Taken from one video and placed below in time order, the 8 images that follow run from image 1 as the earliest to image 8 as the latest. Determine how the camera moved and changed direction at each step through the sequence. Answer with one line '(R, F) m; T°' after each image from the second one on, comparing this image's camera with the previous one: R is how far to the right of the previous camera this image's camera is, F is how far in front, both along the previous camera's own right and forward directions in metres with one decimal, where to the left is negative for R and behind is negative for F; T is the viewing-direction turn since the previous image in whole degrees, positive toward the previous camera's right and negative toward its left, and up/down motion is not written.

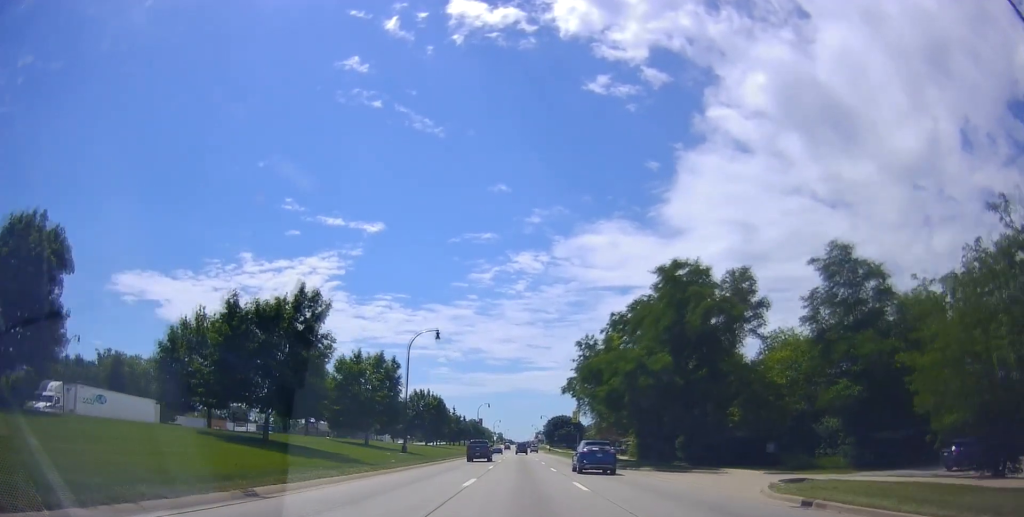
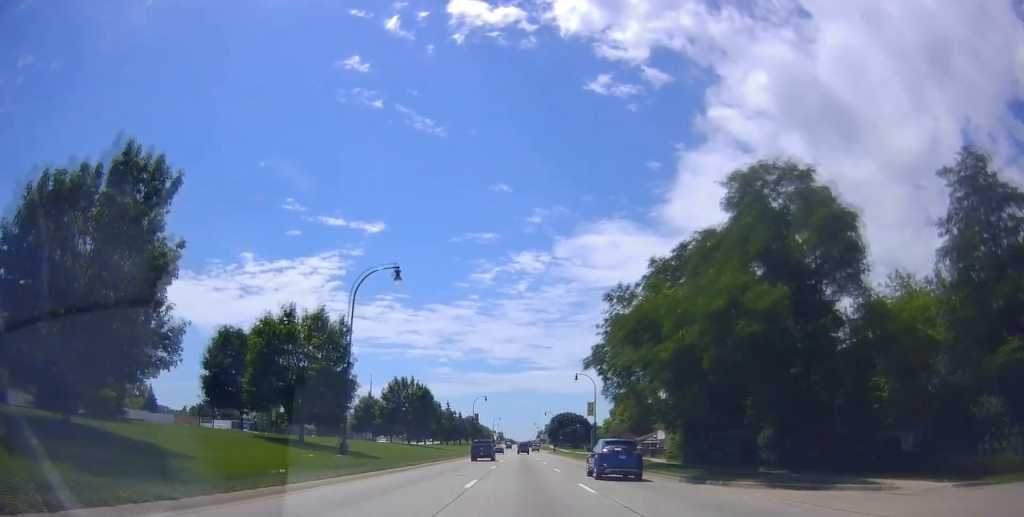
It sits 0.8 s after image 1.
(-0.5, +16.0) m; 0°
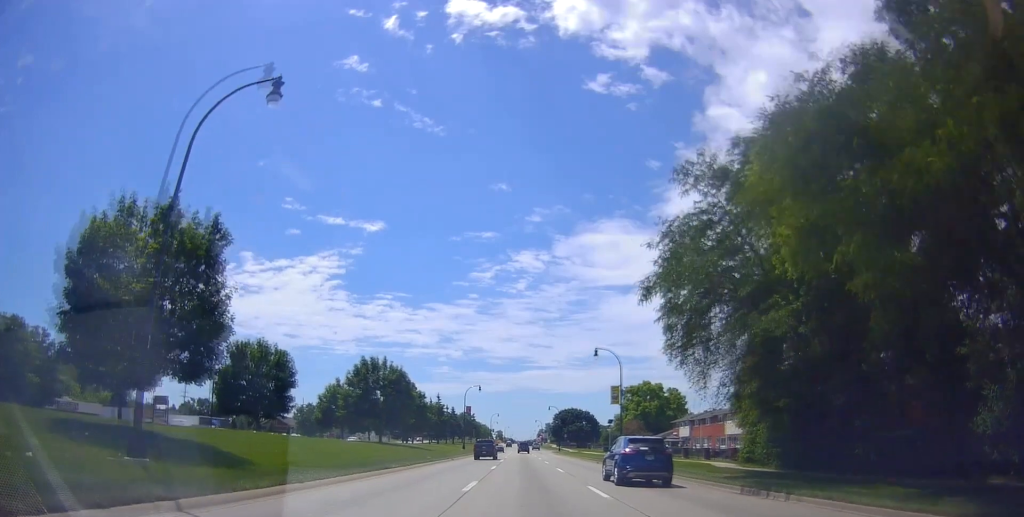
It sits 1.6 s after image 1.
(+0.1, +16.7) m; +1°
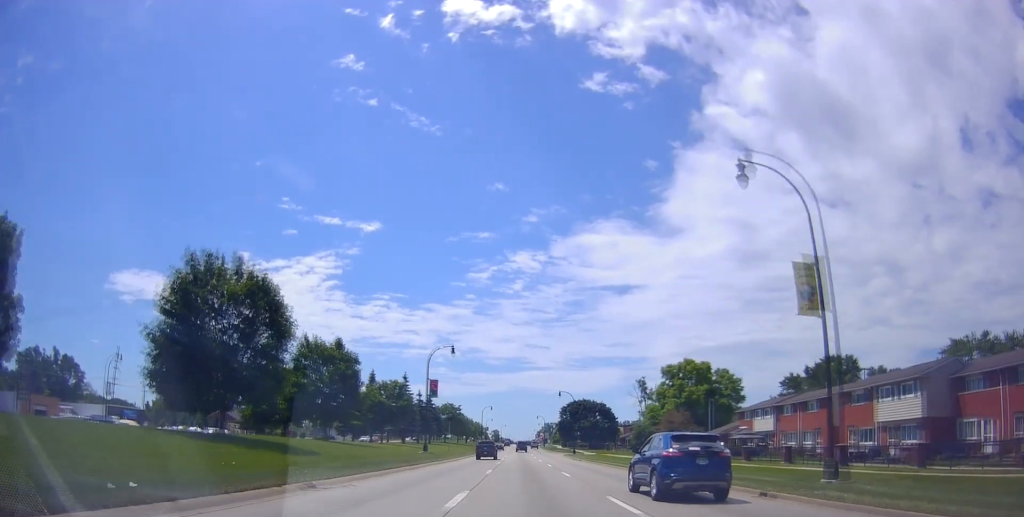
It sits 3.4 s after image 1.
(+0.3, +34.8) m; -1°
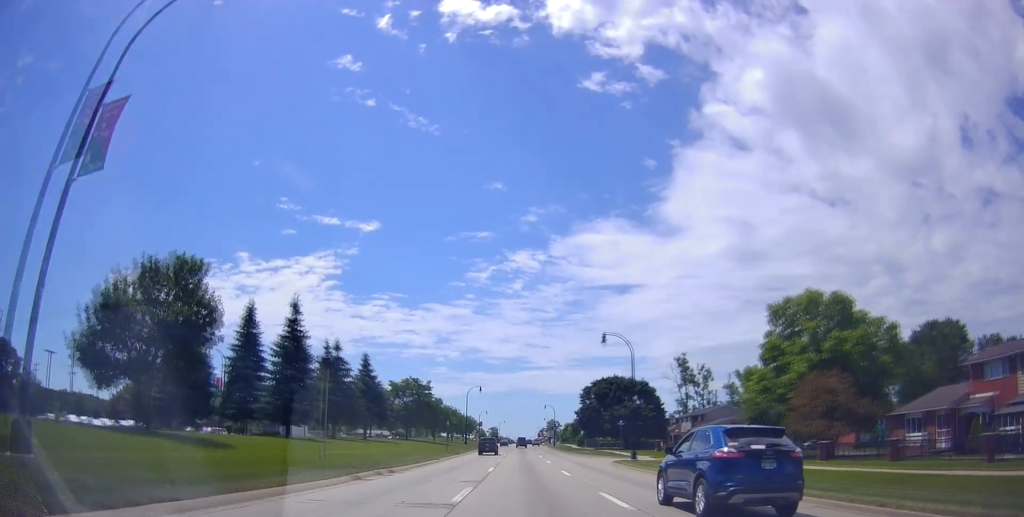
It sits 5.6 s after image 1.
(+0.2, +45.0) m; +1°
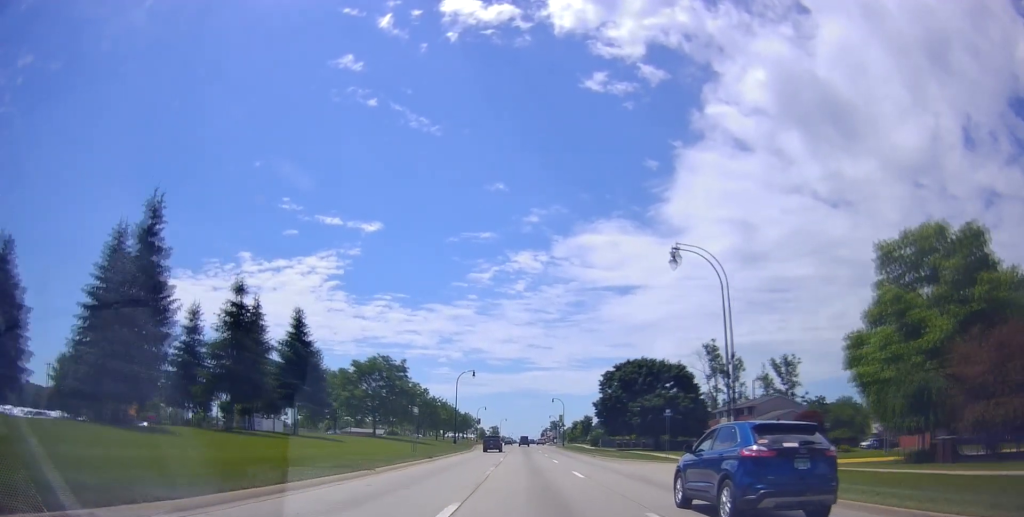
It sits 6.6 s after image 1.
(0.0, +20.2) m; +1°
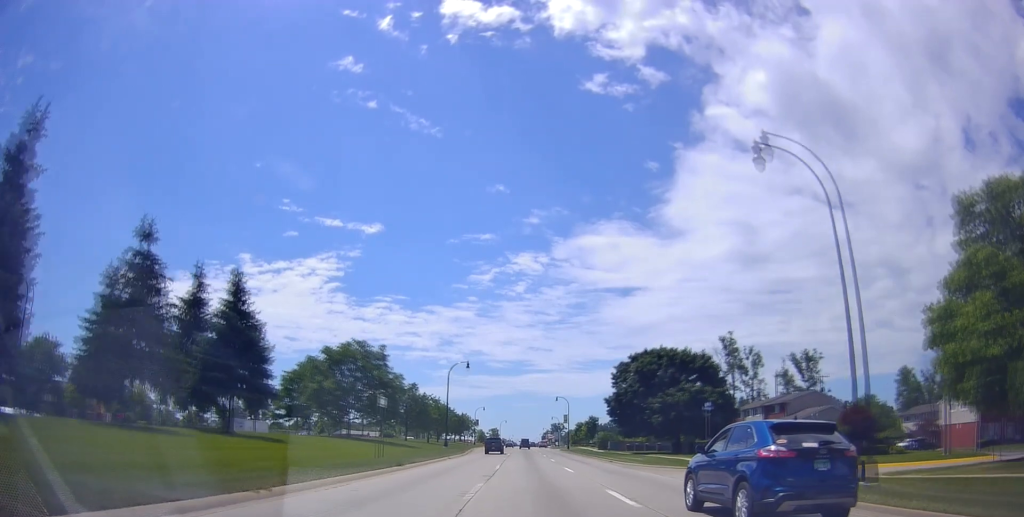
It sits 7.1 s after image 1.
(+0.1, +10.0) m; +1°
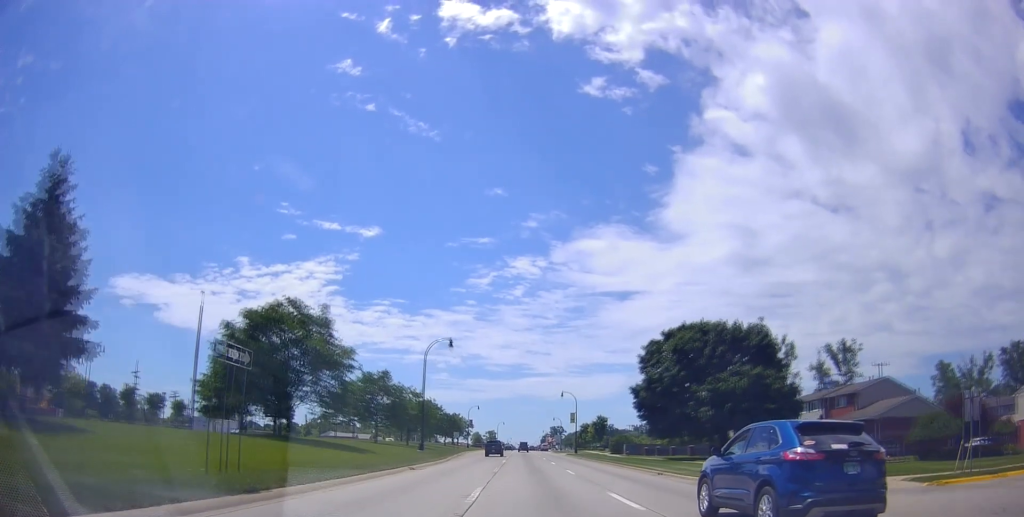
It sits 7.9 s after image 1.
(0.0, +16.0) m; -2°
